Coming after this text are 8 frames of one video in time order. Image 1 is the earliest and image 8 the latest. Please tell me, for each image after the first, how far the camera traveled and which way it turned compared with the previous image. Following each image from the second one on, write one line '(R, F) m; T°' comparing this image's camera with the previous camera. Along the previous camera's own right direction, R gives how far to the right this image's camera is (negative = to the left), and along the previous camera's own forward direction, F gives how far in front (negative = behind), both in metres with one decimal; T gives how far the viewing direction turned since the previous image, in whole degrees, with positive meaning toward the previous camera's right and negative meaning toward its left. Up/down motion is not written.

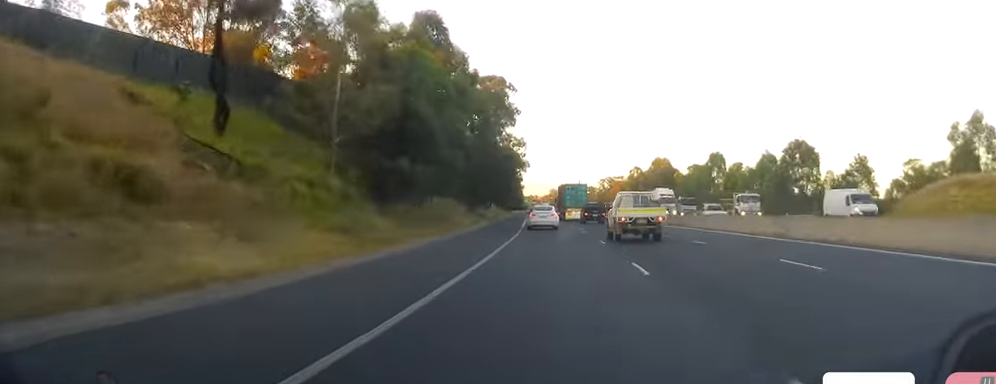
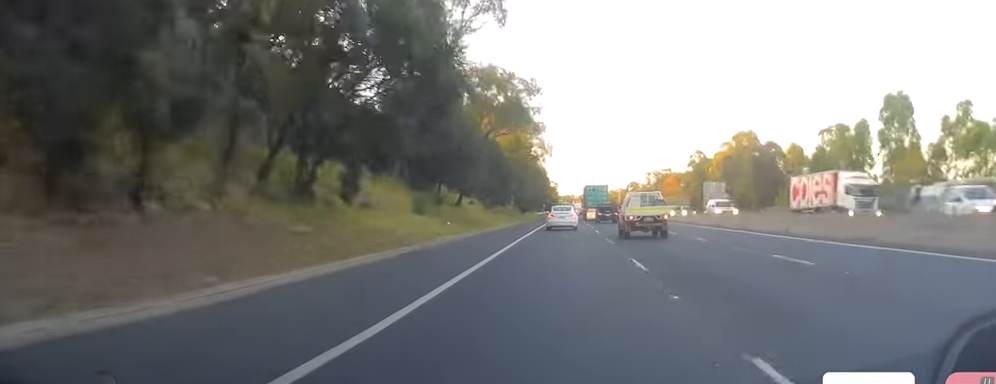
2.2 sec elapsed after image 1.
(-1.1, +59.2) m; -3°
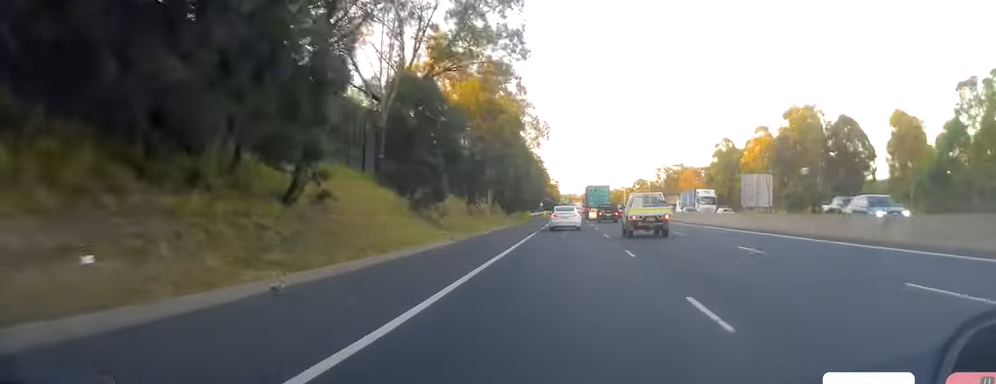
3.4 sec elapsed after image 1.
(-0.5, +31.3) m; -1°
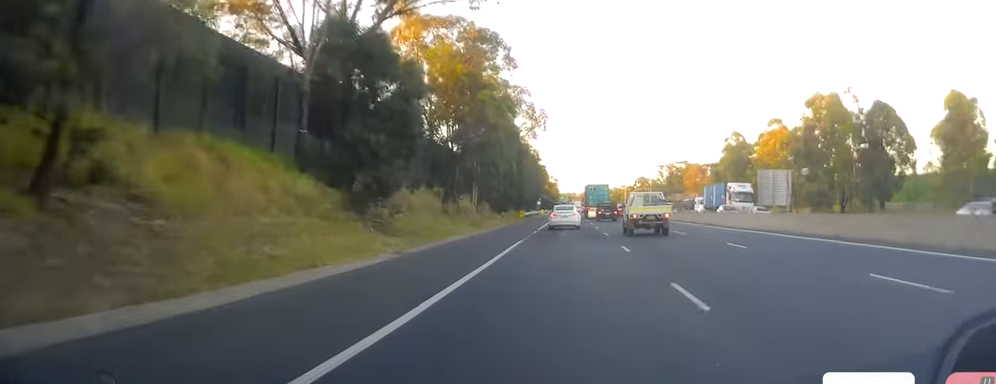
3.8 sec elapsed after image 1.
(-0.1, +10.3) m; 0°
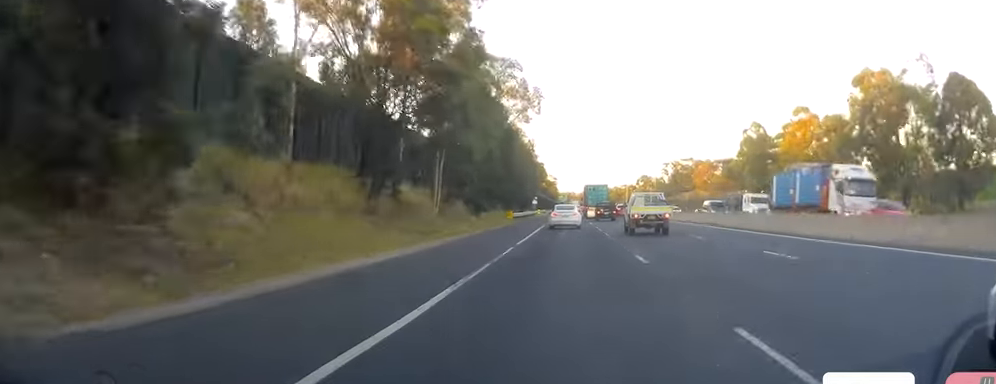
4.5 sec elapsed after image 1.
(0.0, +16.4) m; 0°
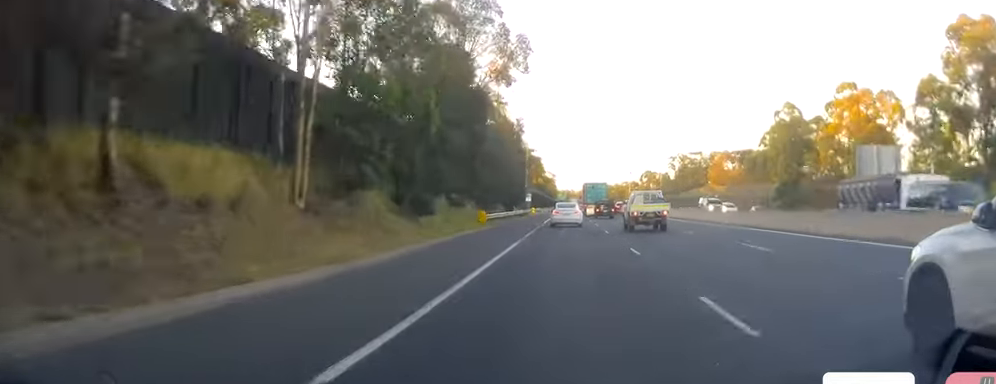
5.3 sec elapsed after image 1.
(+0.2, +21.6) m; +1°
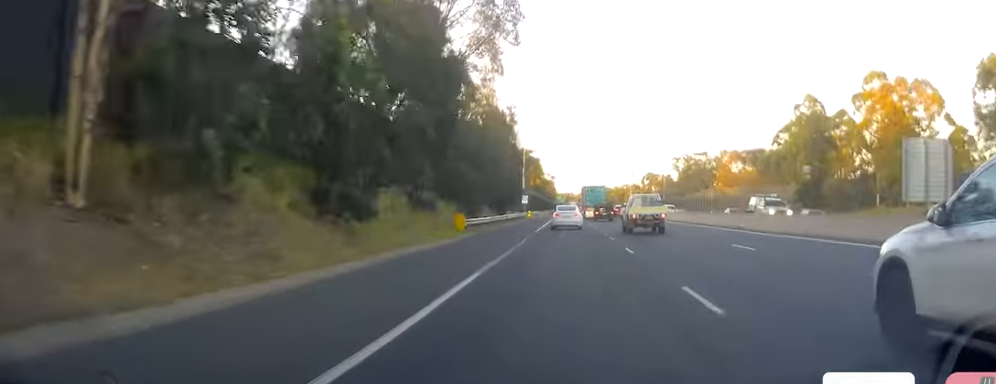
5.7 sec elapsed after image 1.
(0.0, +10.3) m; 0°
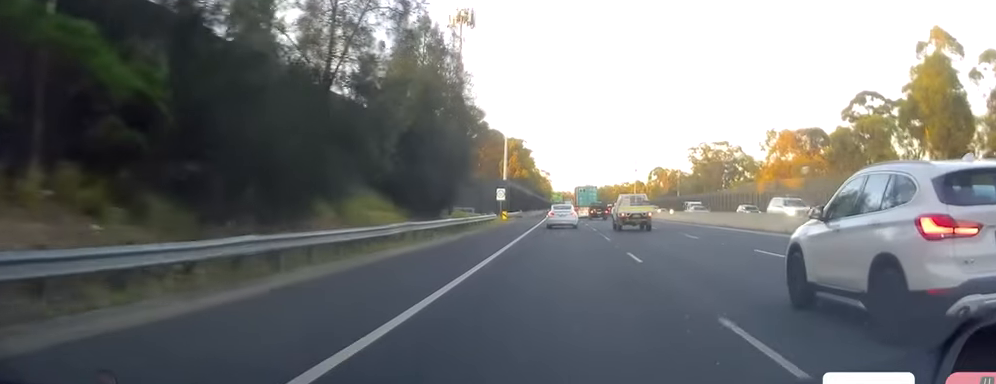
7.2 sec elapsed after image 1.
(0.0, +39.6) m; 0°
